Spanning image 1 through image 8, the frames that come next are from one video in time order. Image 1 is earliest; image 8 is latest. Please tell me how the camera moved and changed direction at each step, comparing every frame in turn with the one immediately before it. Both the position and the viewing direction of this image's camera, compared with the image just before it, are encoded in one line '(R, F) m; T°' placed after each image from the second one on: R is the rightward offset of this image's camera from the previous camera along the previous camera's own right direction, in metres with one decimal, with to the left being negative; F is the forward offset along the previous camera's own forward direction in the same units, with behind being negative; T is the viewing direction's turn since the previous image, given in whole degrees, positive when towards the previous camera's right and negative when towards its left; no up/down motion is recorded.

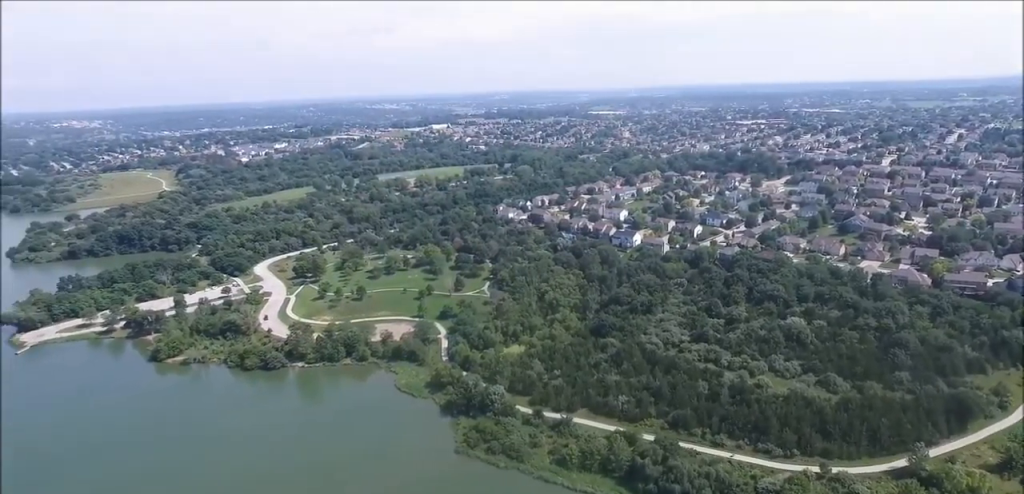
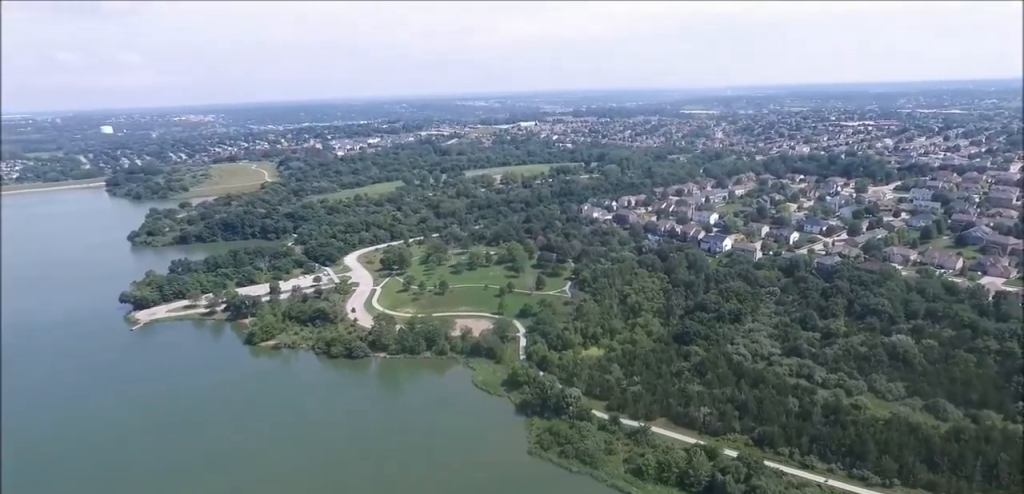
(-0.3, +3.0) m; -10°
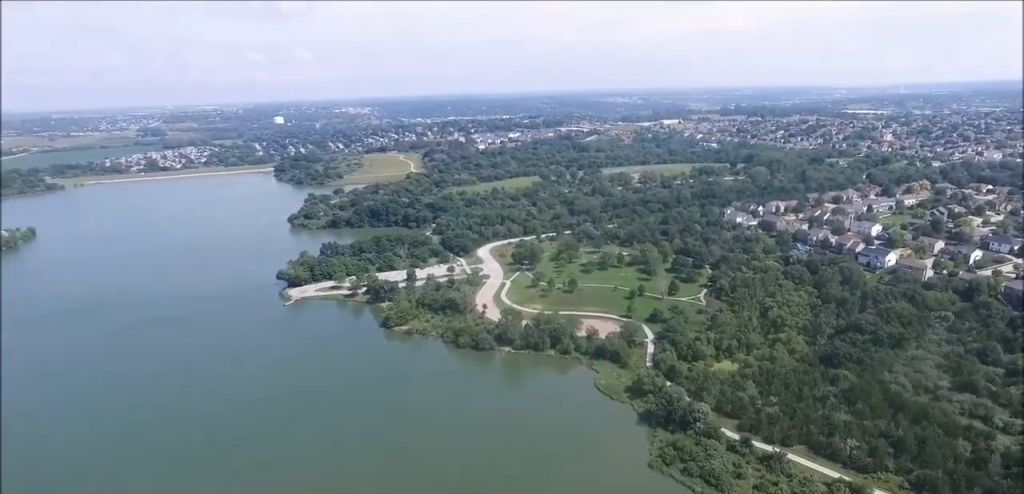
(-0.6, +5.0) m; -12°
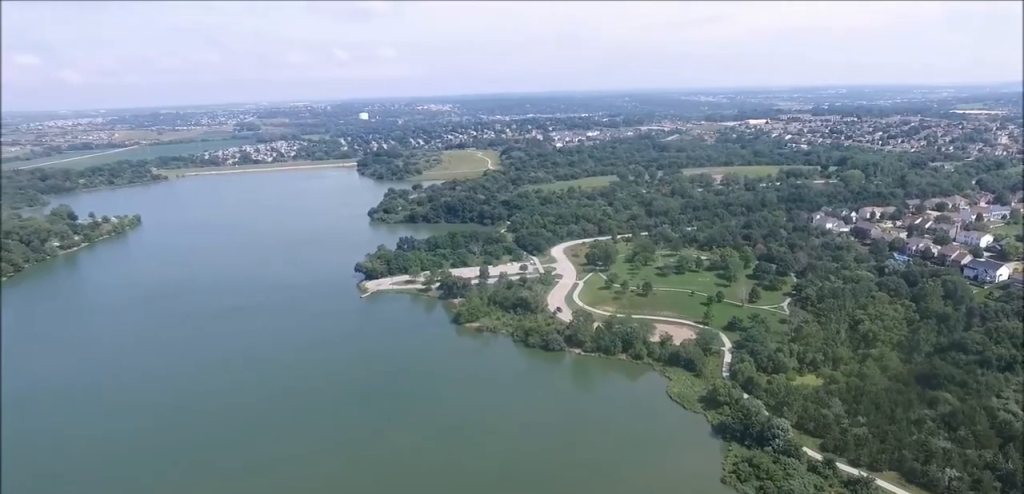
(-0.2, +3.5) m; -5°
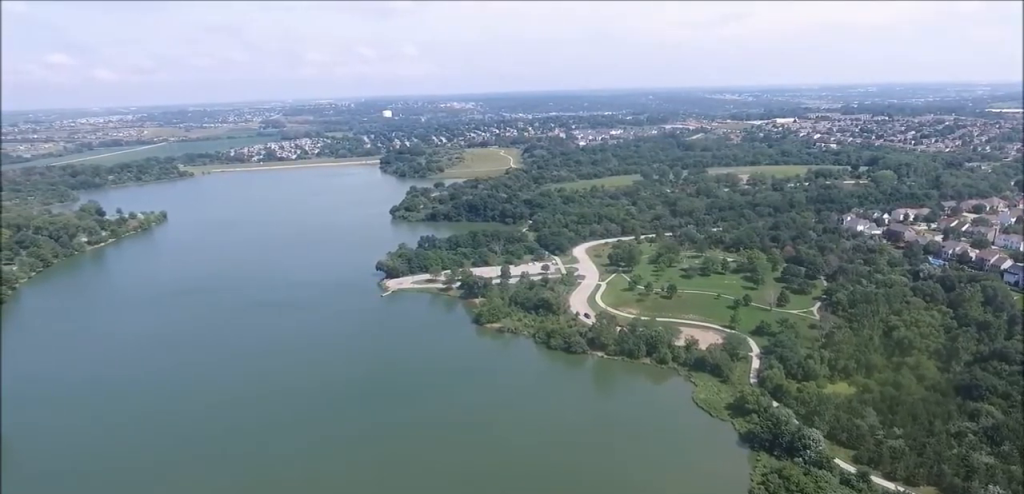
(-0.2, +5.4) m; -4°
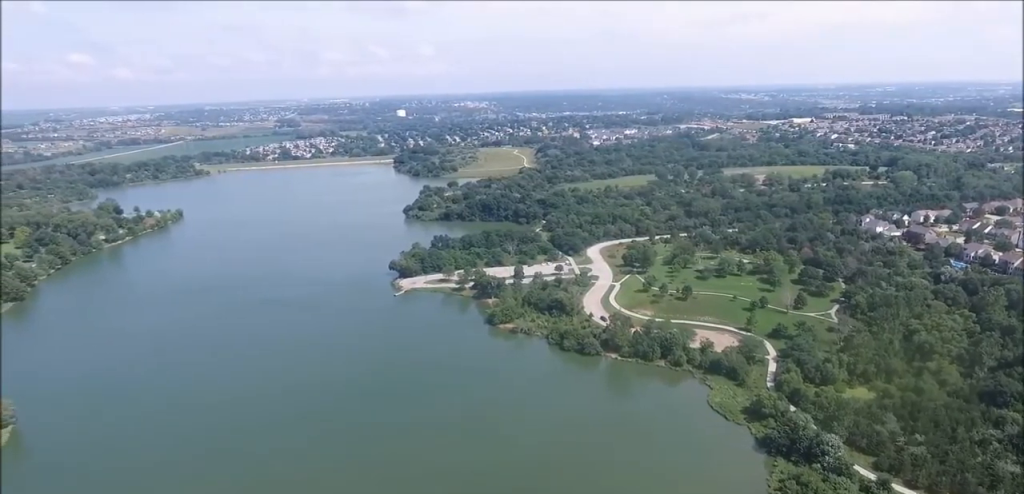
(0.0, +2.0) m; -1°
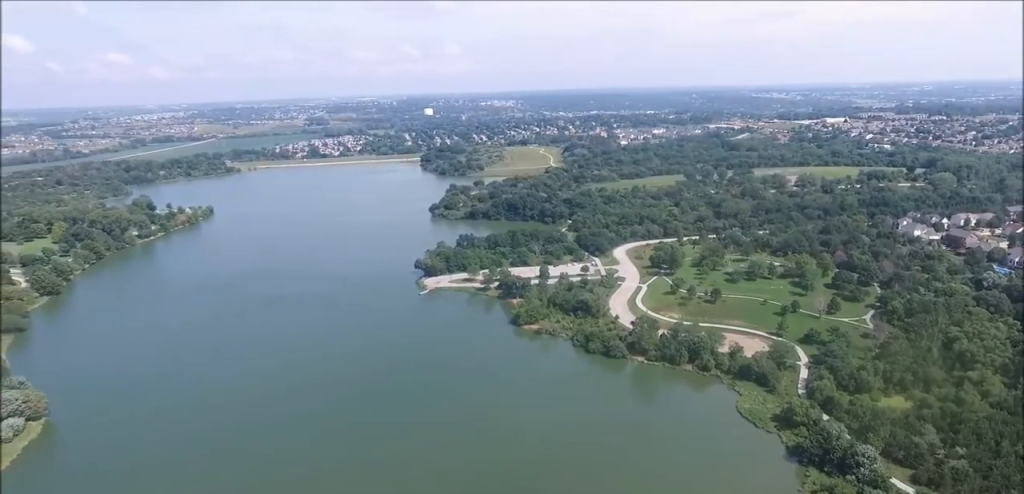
(-0.1, +3.2) m; -3°
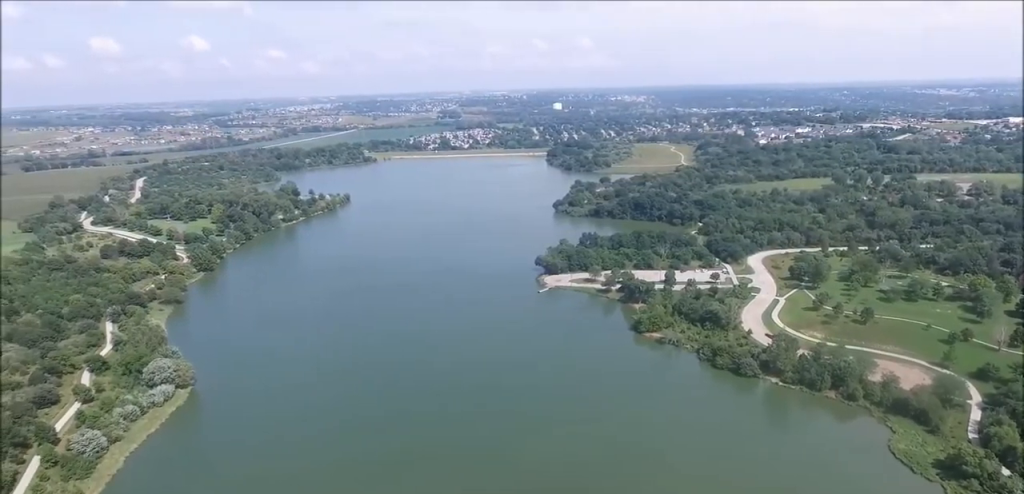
(-1.0, +11.6) m; -12°
